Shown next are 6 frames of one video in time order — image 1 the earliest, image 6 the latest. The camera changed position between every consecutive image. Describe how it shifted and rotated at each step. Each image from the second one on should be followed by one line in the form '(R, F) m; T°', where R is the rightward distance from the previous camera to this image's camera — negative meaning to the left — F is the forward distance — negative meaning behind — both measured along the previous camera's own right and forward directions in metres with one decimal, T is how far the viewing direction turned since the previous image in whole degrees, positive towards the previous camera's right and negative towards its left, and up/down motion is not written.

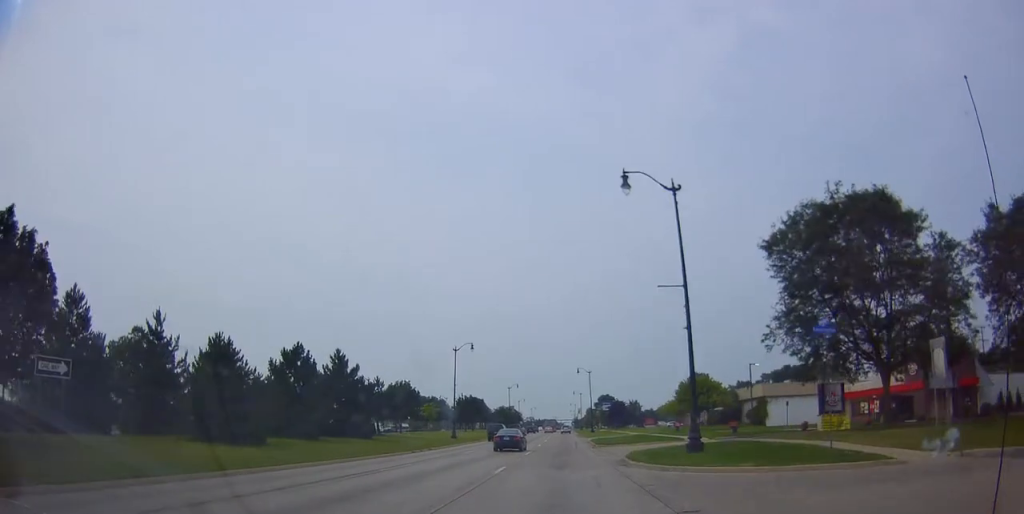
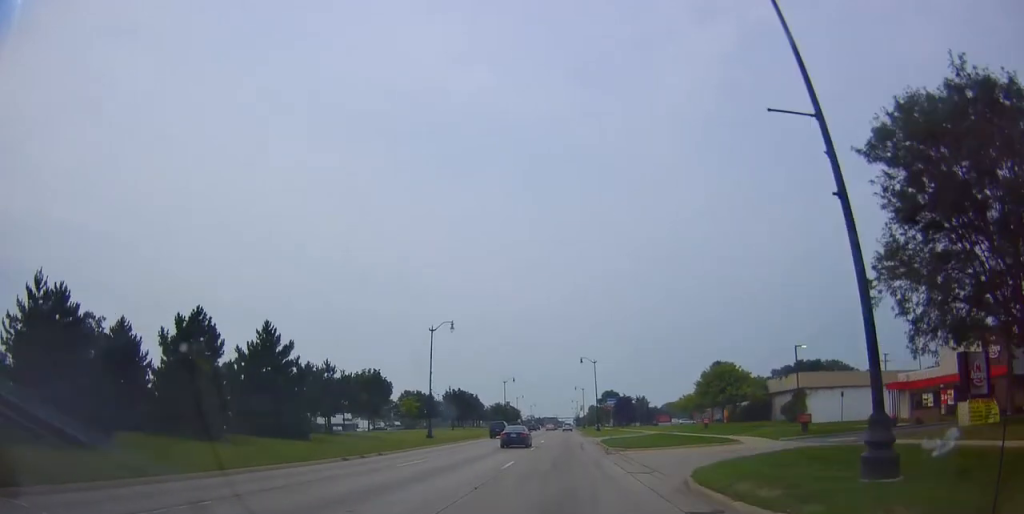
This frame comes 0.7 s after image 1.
(+0.2, +12.4) m; 0°
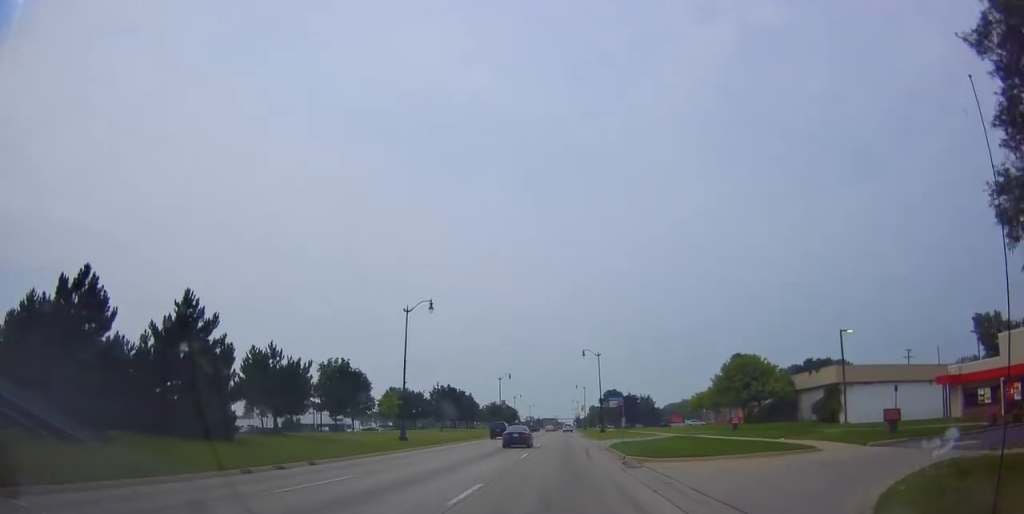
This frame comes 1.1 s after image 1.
(-0.4, +8.8) m; 0°
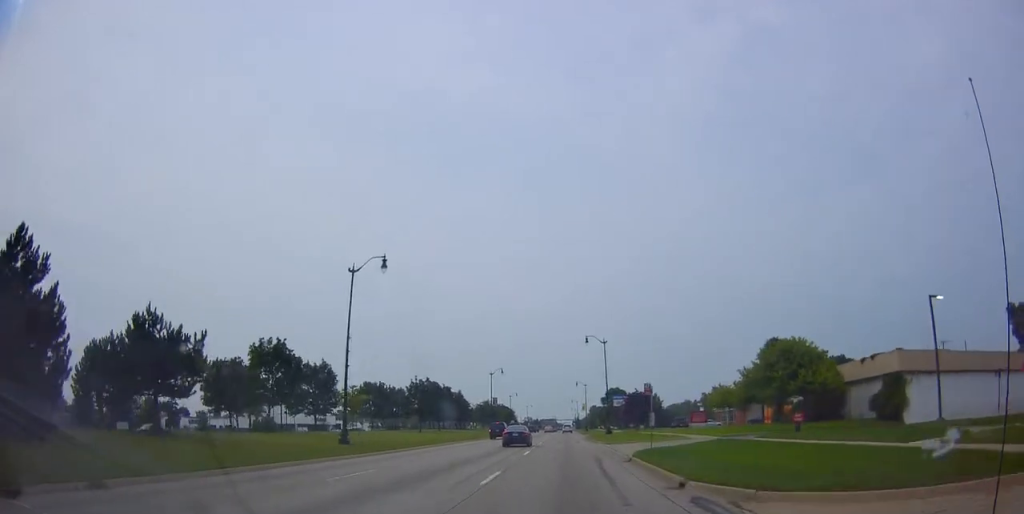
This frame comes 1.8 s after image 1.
(0.0, +12.1) m; 0°
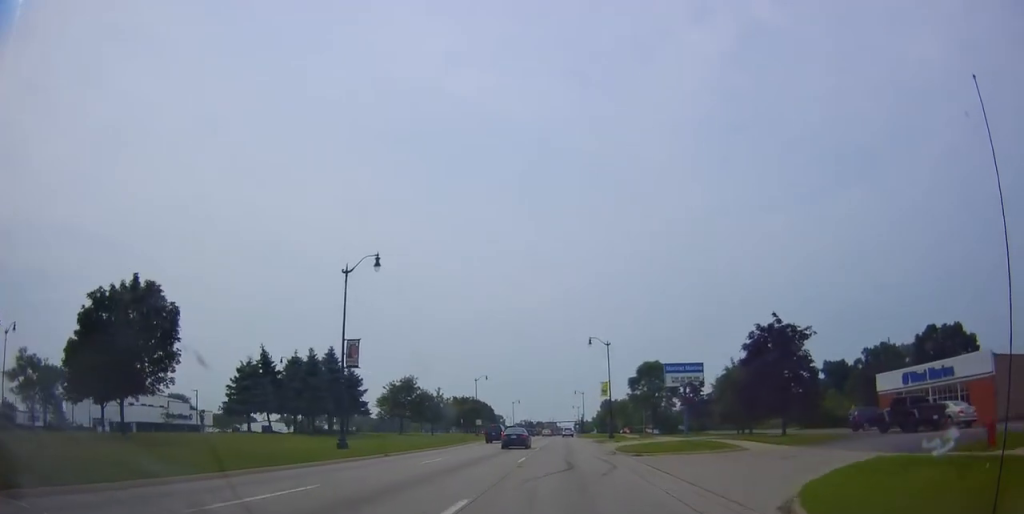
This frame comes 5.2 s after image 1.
(-1.2, +66.7) m; -1°
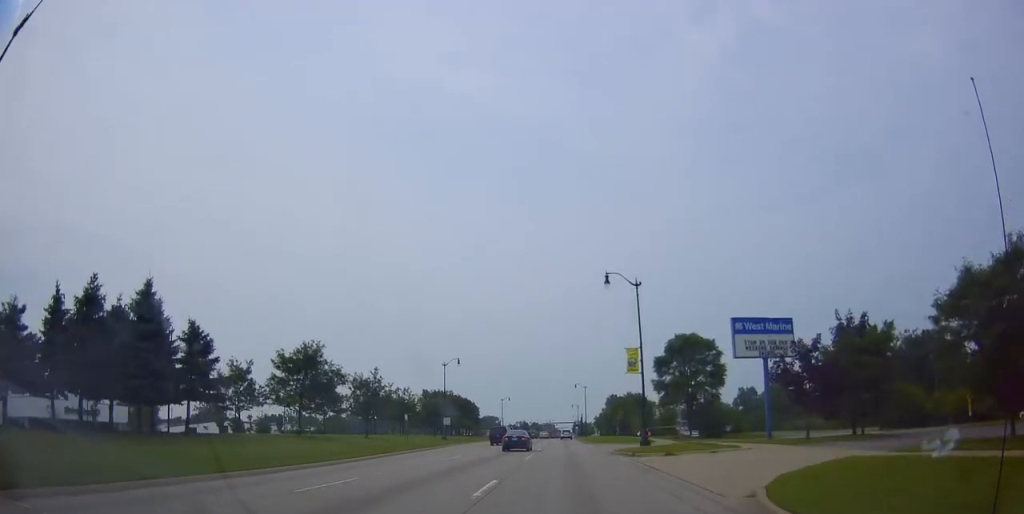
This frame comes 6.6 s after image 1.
(+0.9, +27.0) m; +1°
